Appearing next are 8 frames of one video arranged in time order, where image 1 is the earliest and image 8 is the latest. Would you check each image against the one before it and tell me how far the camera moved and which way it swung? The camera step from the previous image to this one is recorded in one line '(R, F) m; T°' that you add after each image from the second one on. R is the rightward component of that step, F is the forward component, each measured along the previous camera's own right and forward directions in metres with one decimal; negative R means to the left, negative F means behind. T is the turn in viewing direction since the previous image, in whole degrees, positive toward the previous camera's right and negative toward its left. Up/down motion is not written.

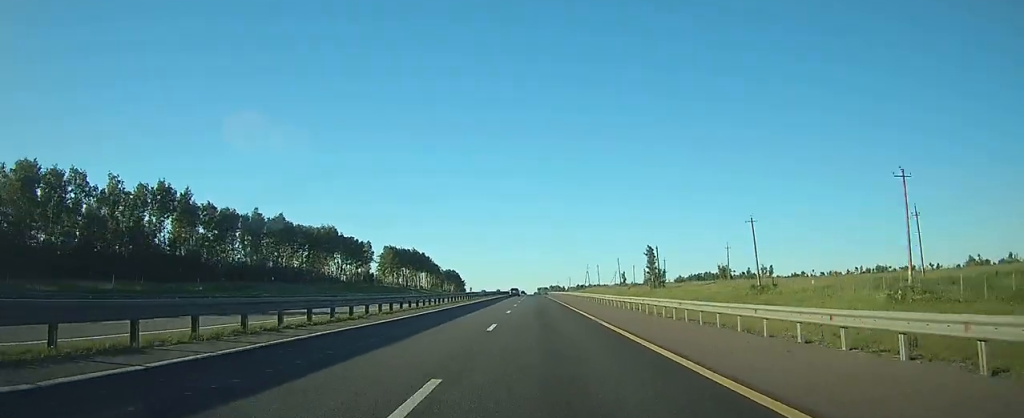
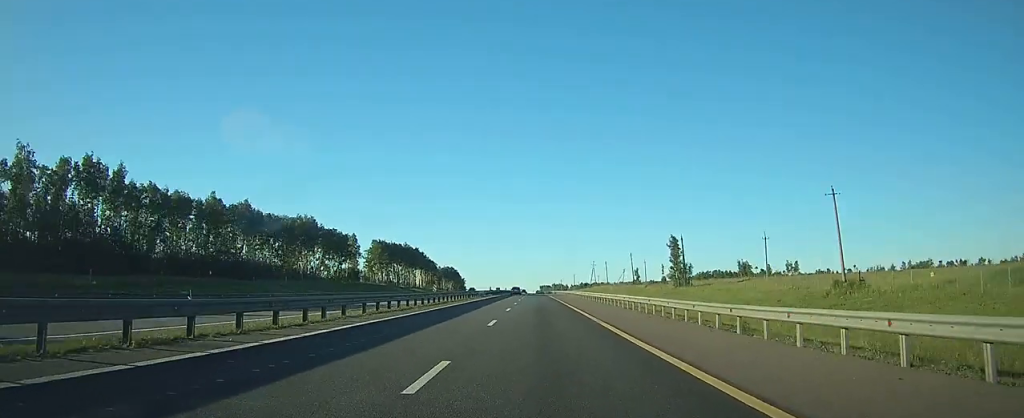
(0.0, +22.2) m; 0°
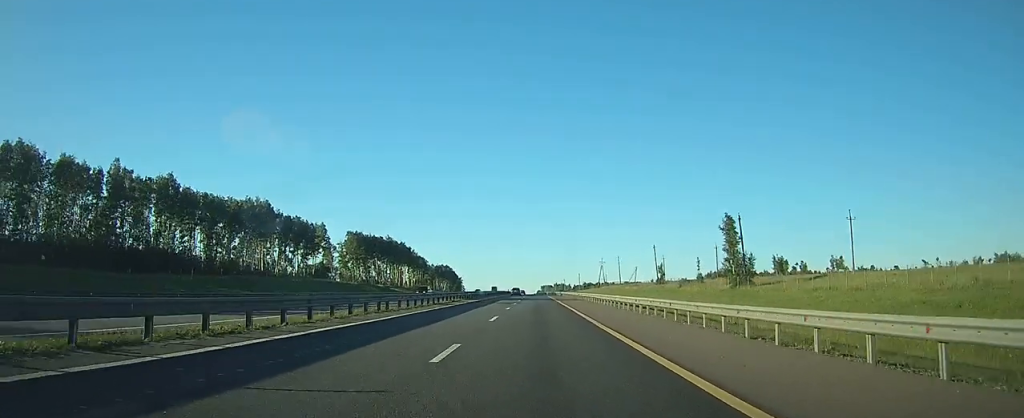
(0.0, +33.3) m; 0°
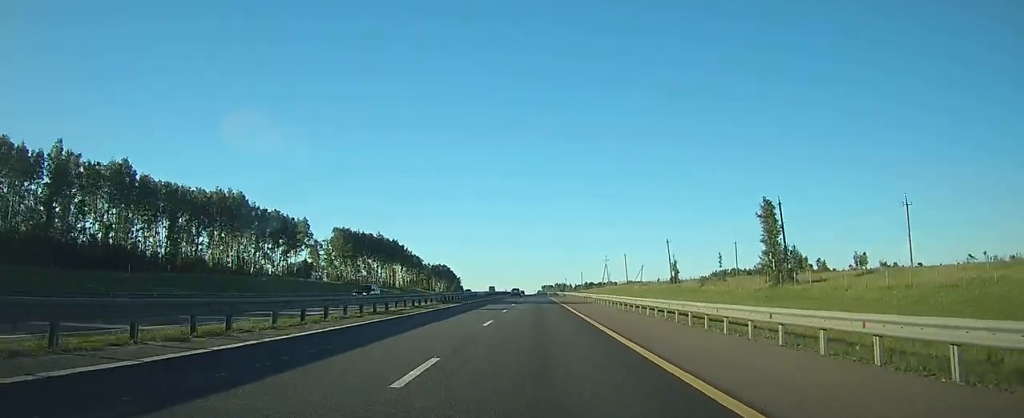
(0.0, +14.4) m; 0°
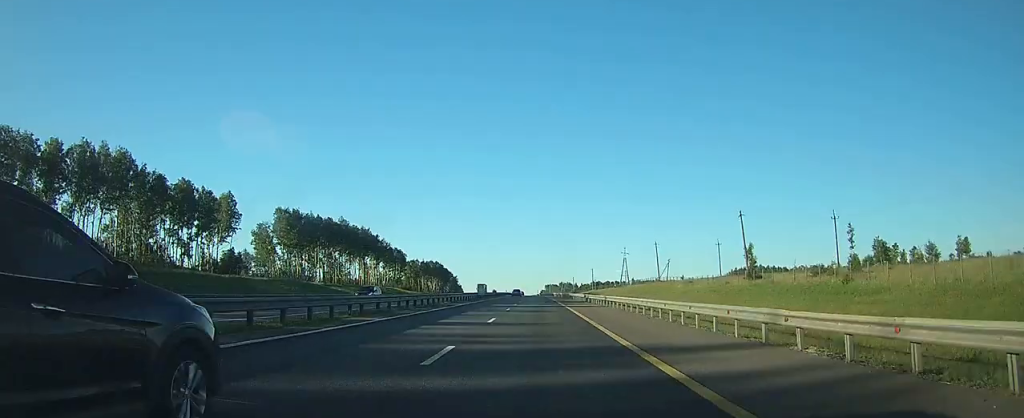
(-0.1, +45.4) m; 0°
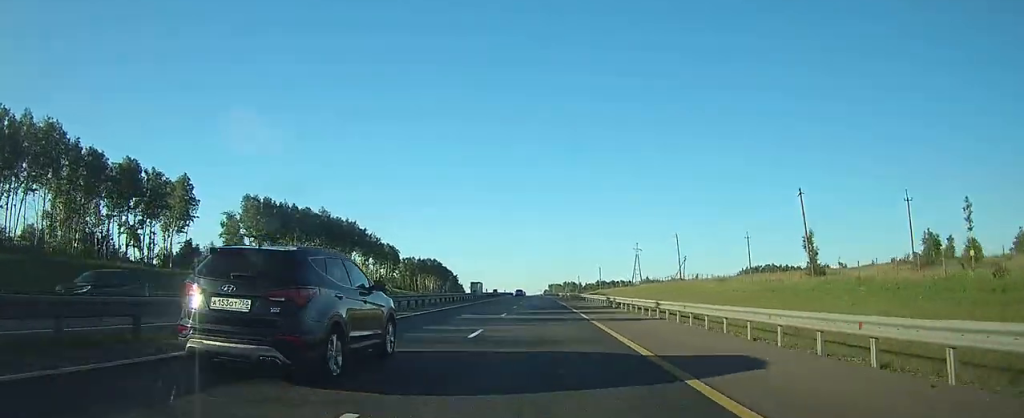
(-0.1, +18.8) m; 0°
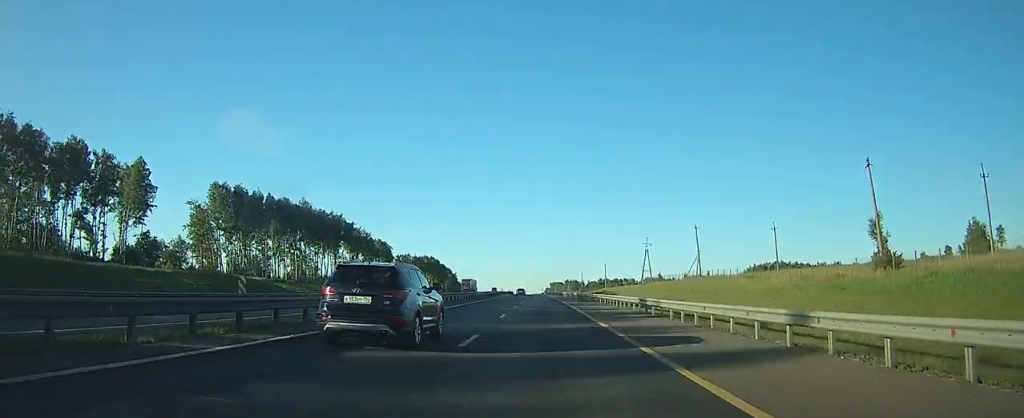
(0.0, +14.4) m; 0°
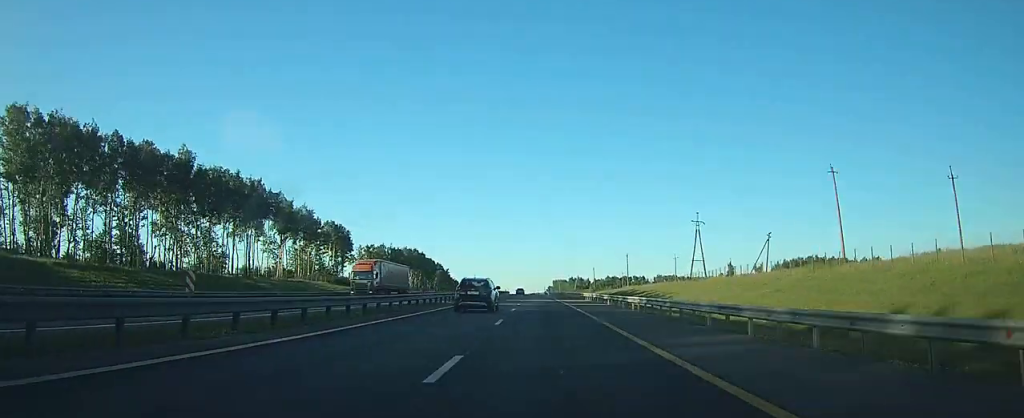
(-0.3, +52.9) m; 0°
